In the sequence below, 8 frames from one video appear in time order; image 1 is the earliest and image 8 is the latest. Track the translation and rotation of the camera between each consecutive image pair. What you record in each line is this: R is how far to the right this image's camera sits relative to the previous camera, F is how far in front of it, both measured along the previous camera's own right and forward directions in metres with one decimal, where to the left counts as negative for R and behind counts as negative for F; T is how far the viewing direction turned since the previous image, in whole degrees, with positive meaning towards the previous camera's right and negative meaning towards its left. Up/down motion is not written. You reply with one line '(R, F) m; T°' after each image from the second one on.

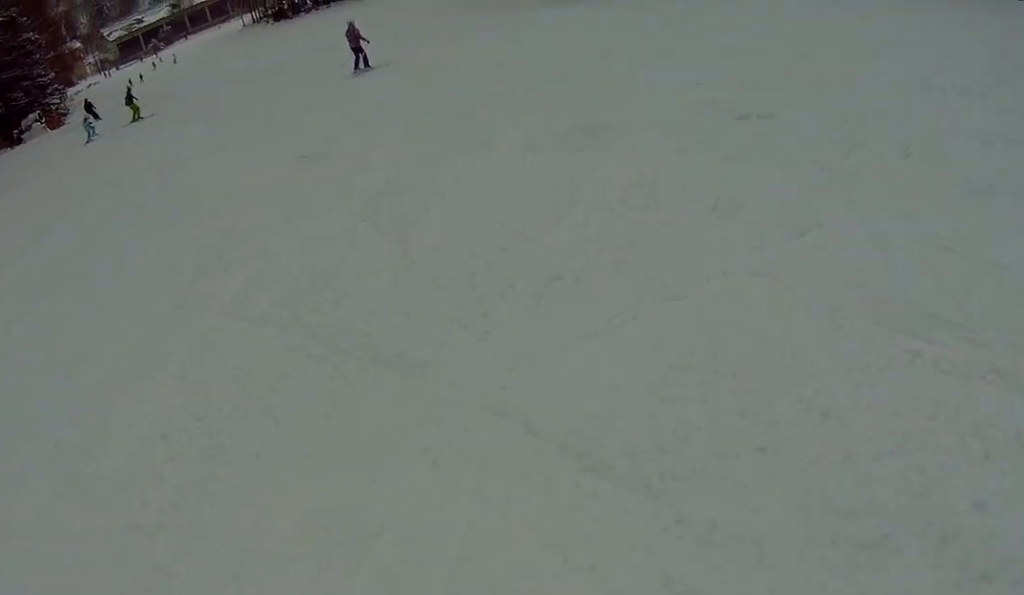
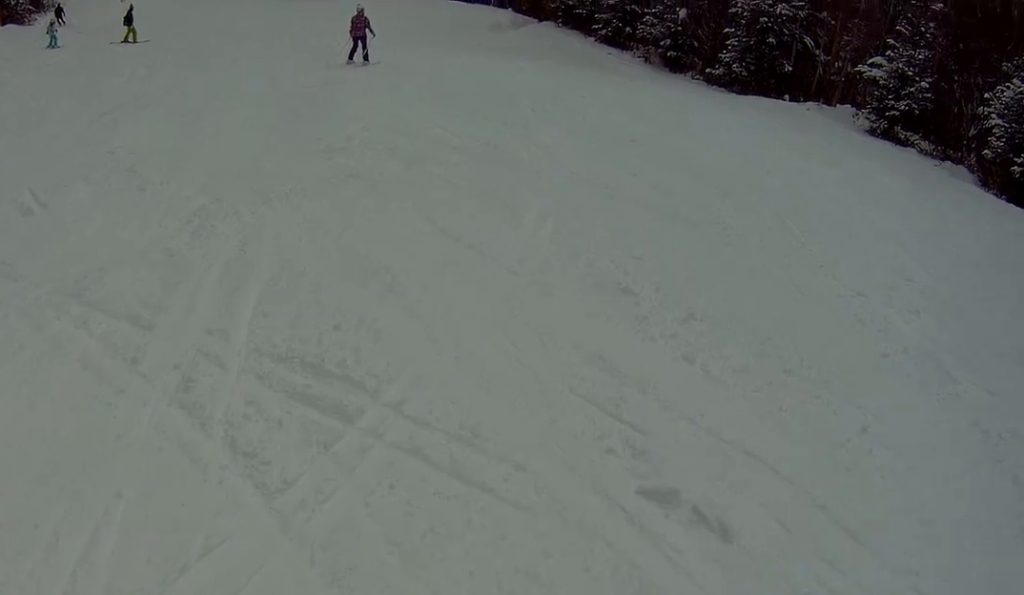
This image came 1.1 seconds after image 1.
(-0.5, +4.8) m; -24°
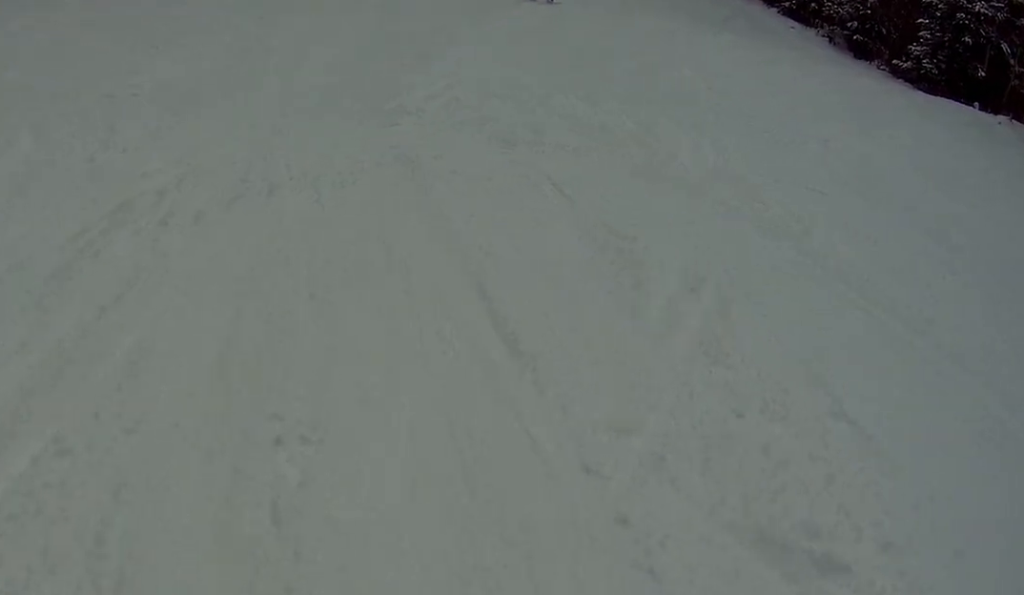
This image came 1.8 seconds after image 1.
(-0.6, +2.8) m; -16°
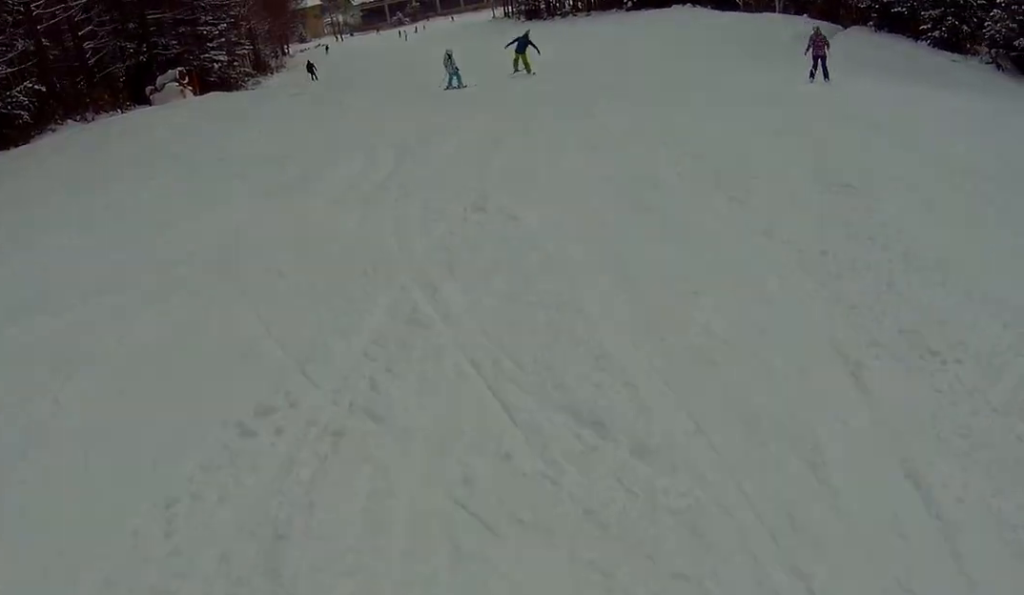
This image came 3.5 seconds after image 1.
(-1.6, +7.3) m; -8°
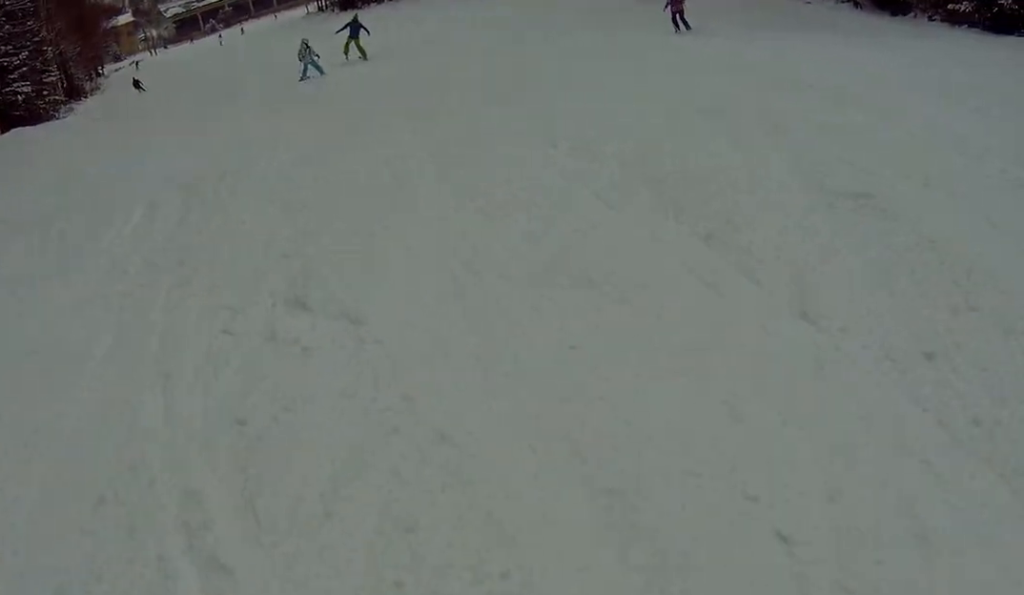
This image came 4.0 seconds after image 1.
(+0.2, +2.4) m; +18°
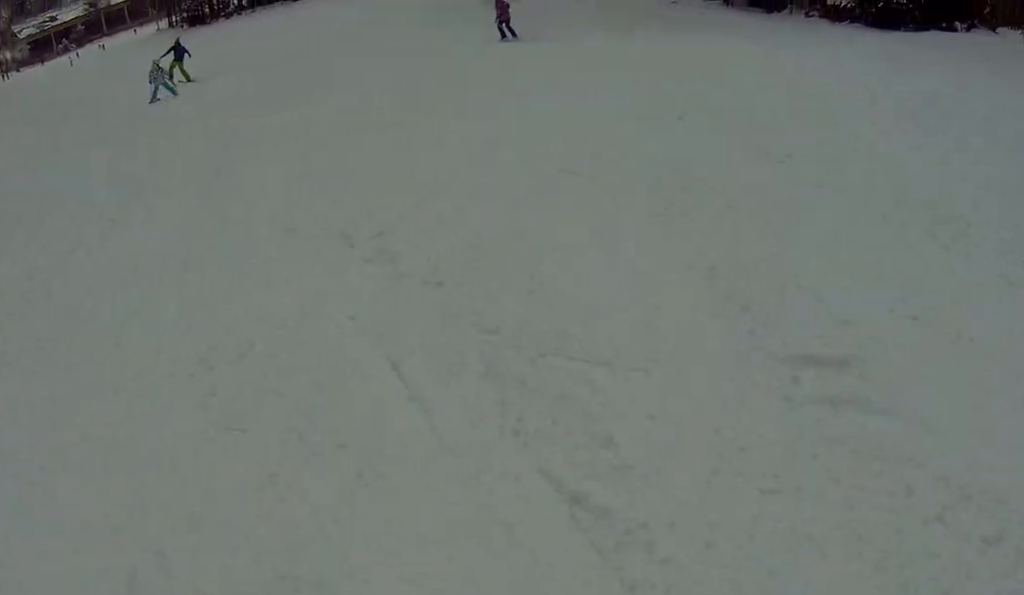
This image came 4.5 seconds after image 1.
(0.0, +2.0) m; +14°
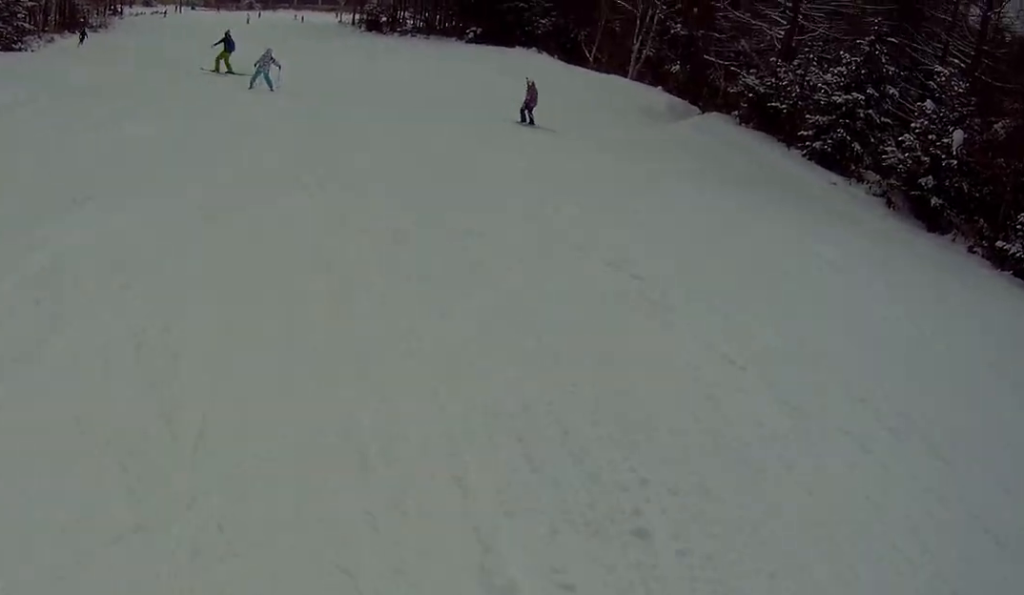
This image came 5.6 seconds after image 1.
(+1.5, +4.5) m; +15°
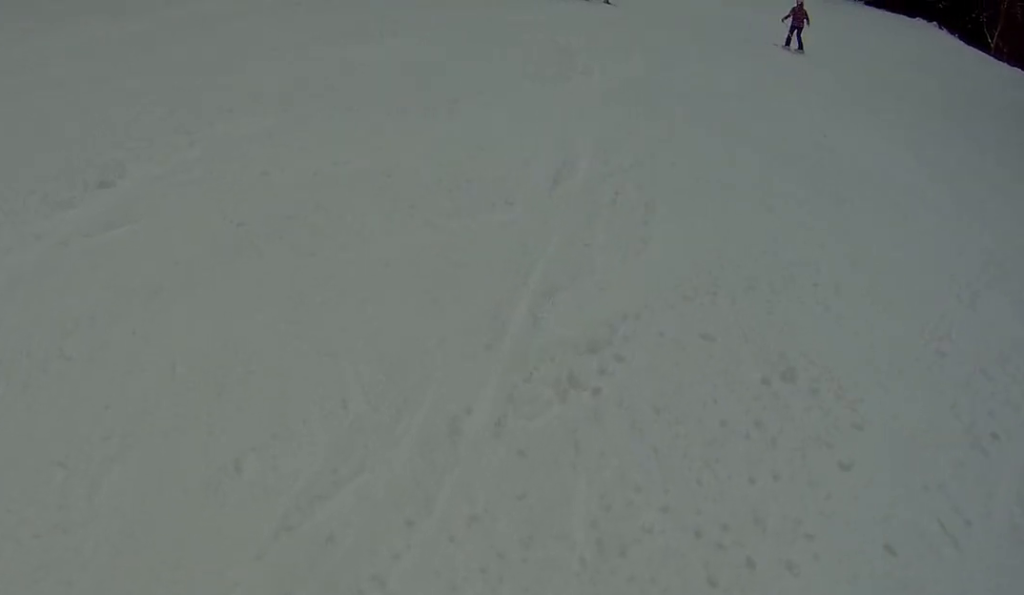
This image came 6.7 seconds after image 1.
(-0.2, +4.1) m; +6°
